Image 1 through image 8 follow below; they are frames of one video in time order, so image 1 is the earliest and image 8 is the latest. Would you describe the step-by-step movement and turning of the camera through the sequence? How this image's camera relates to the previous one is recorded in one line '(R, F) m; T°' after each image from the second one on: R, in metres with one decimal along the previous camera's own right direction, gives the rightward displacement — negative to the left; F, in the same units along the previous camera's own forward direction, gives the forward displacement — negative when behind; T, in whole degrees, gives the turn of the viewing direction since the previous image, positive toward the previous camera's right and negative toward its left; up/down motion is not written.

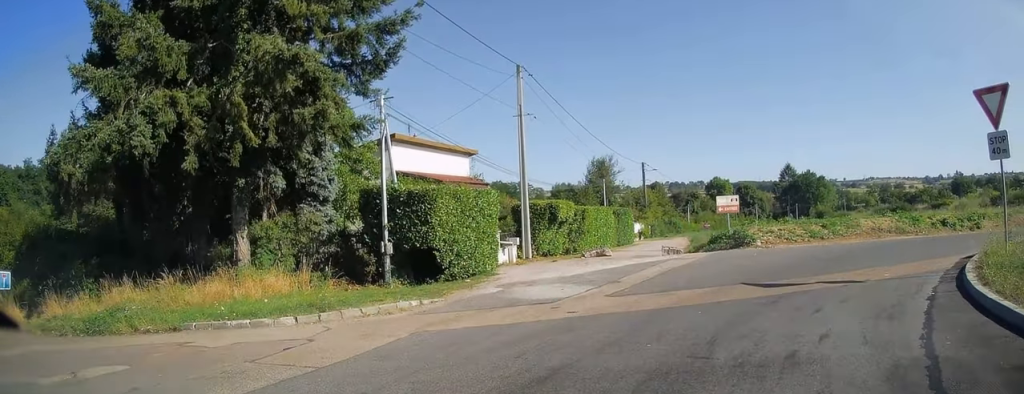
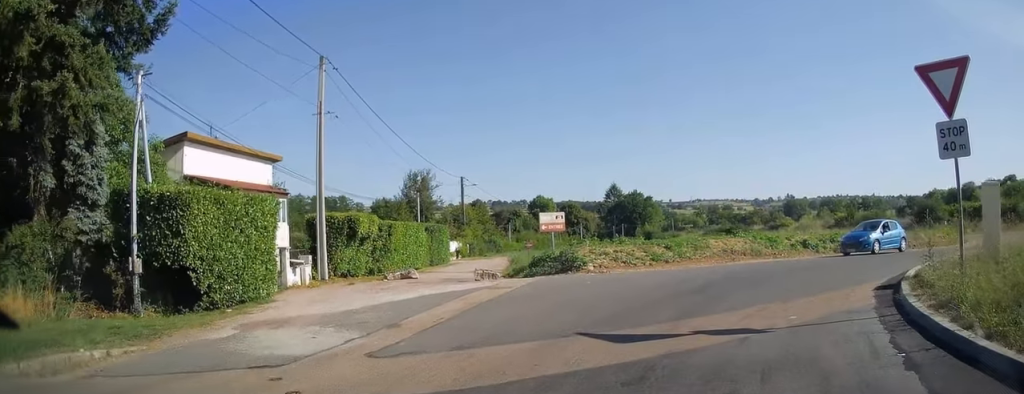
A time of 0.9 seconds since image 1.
(+0.4, +4.0) m; +11°
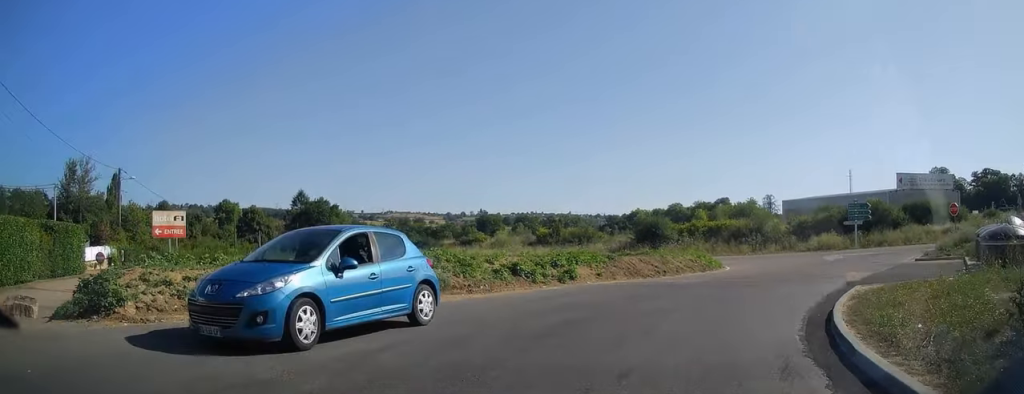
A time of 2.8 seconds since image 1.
(+2.1, +9.6) m; +24°
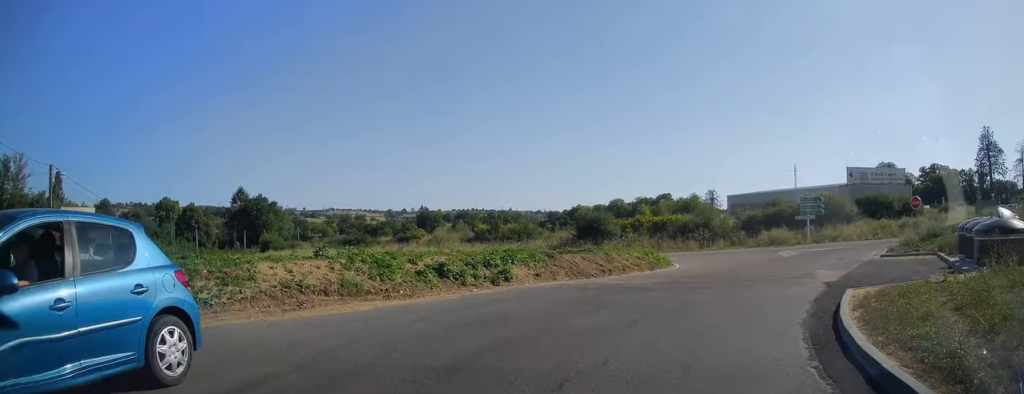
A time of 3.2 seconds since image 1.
(0.0, +2.4) m; +5°
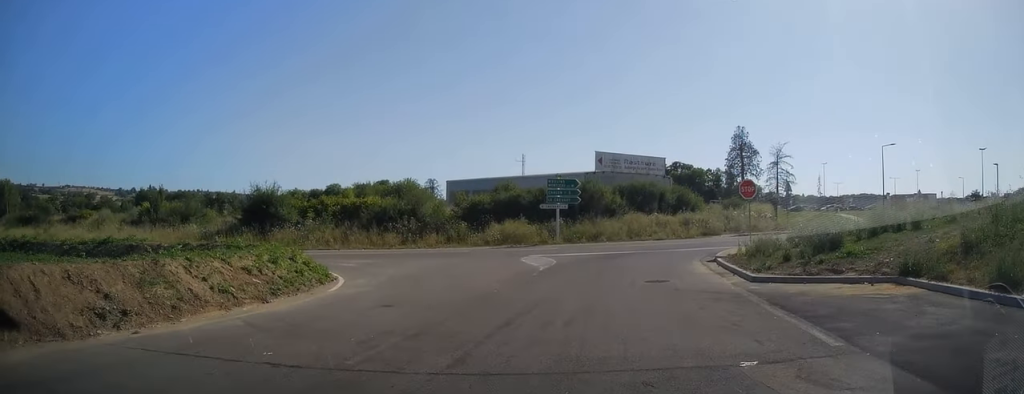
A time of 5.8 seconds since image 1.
(+3.4, +15.2) m; +22°
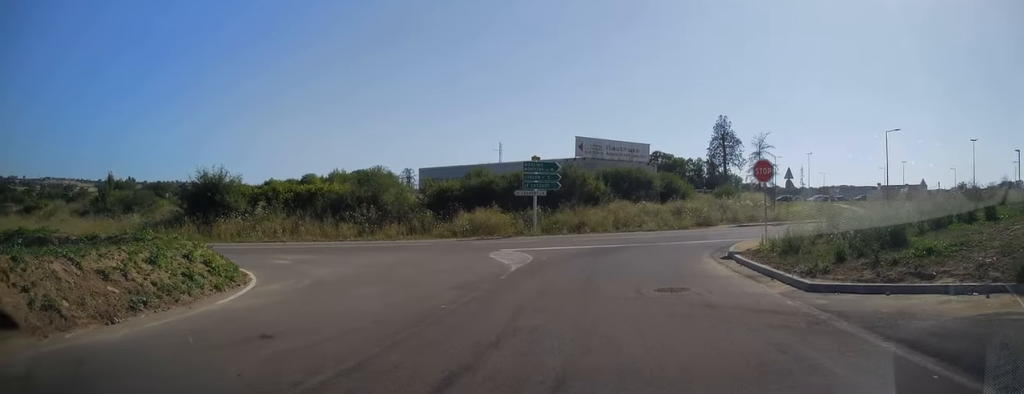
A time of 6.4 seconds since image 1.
(+0.2, +4.3) m; +3°
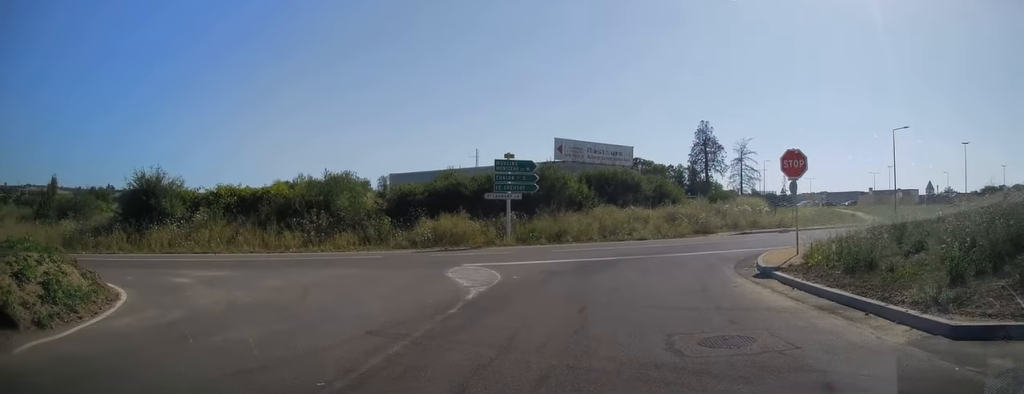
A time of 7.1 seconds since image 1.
(0.0, +4.5) m; +2°
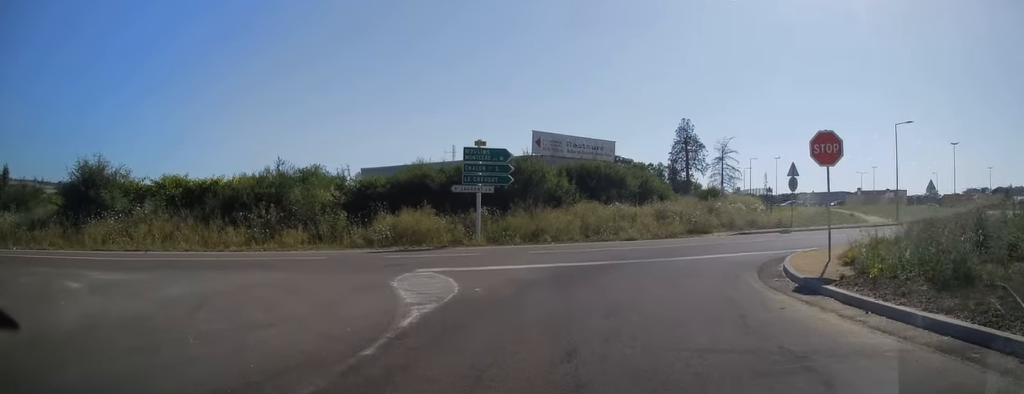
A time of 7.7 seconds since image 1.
(+0.1, +3.4) m; +3°
